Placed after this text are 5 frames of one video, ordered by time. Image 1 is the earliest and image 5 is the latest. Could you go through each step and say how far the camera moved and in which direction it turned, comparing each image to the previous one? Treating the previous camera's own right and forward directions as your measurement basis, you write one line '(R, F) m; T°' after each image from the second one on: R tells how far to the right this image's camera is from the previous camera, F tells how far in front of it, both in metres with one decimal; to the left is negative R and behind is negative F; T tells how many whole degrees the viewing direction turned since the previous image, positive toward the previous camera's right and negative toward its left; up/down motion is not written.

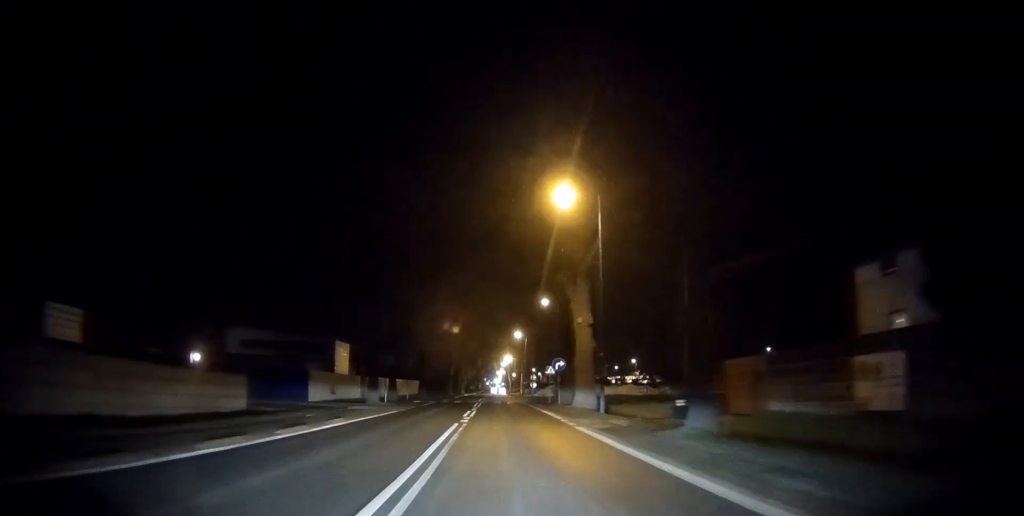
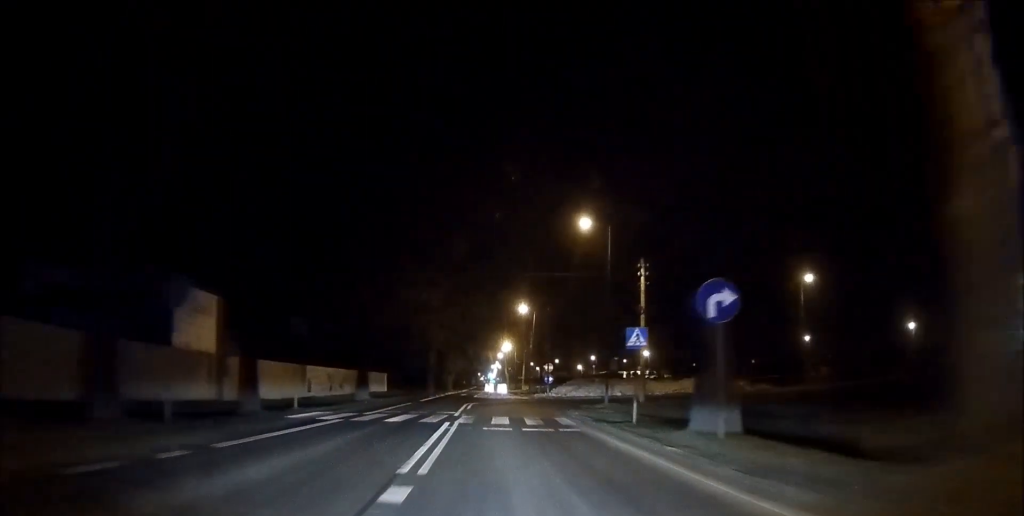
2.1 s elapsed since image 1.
(0.0, +30.0) m; 0°
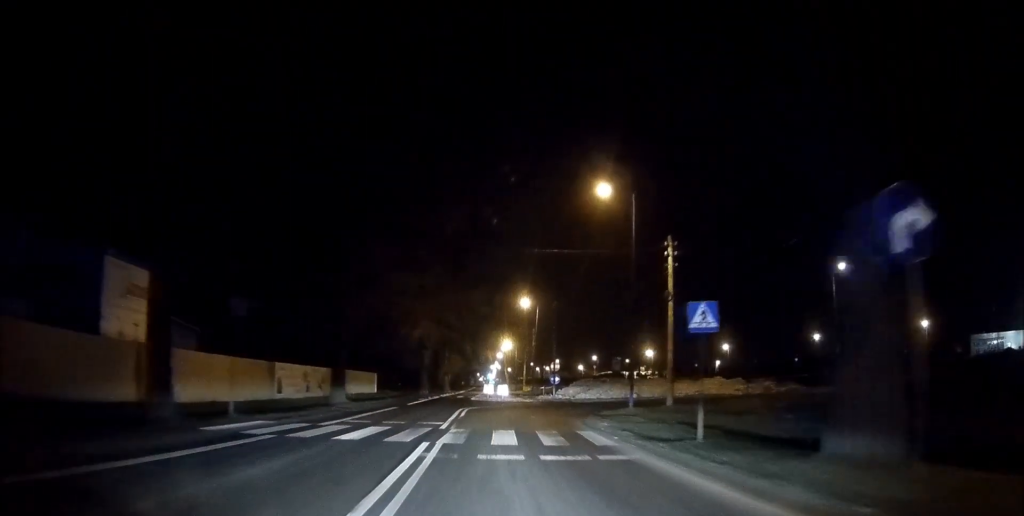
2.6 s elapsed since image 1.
(0.0, +6.4) m; 0°
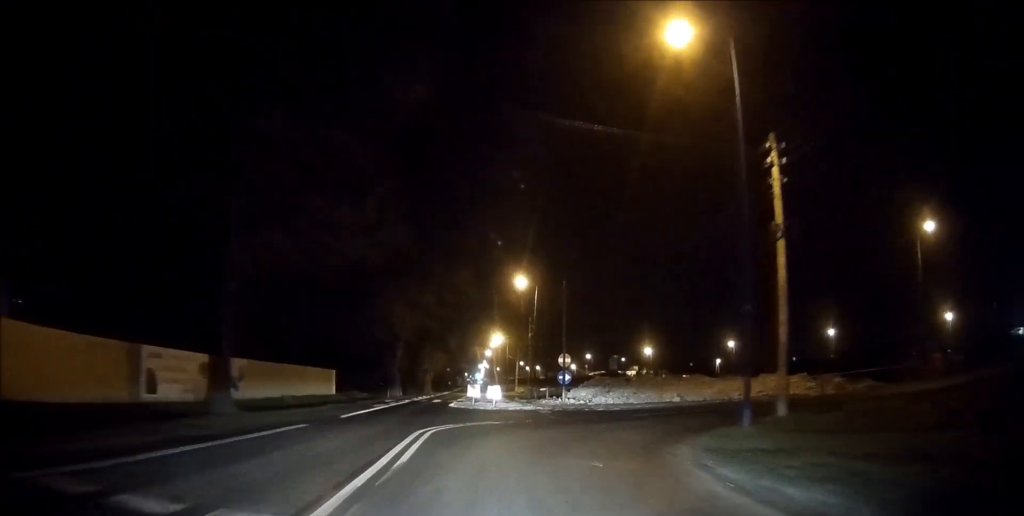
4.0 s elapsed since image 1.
(+0.3, +14.2) m; +1°
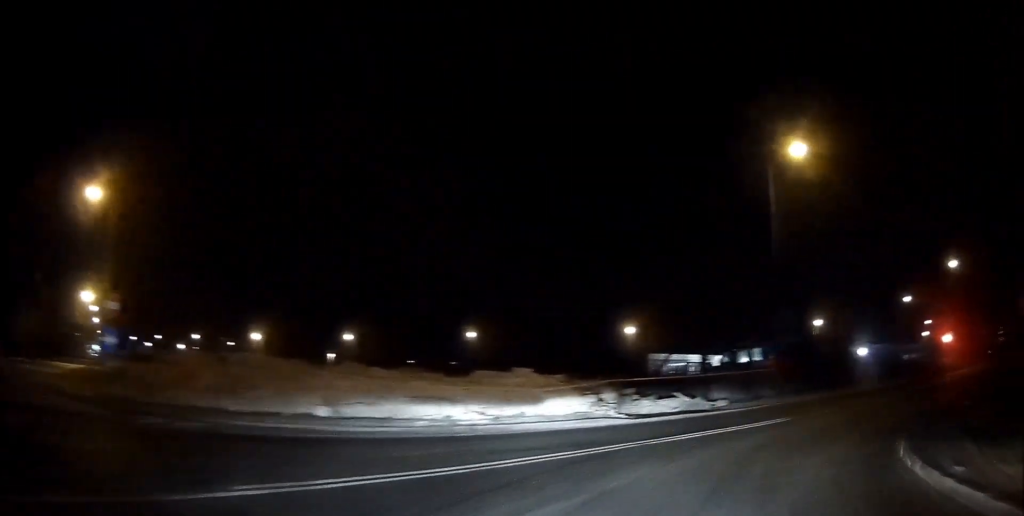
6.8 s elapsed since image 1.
(+3.2, +18.9) m; +40°
